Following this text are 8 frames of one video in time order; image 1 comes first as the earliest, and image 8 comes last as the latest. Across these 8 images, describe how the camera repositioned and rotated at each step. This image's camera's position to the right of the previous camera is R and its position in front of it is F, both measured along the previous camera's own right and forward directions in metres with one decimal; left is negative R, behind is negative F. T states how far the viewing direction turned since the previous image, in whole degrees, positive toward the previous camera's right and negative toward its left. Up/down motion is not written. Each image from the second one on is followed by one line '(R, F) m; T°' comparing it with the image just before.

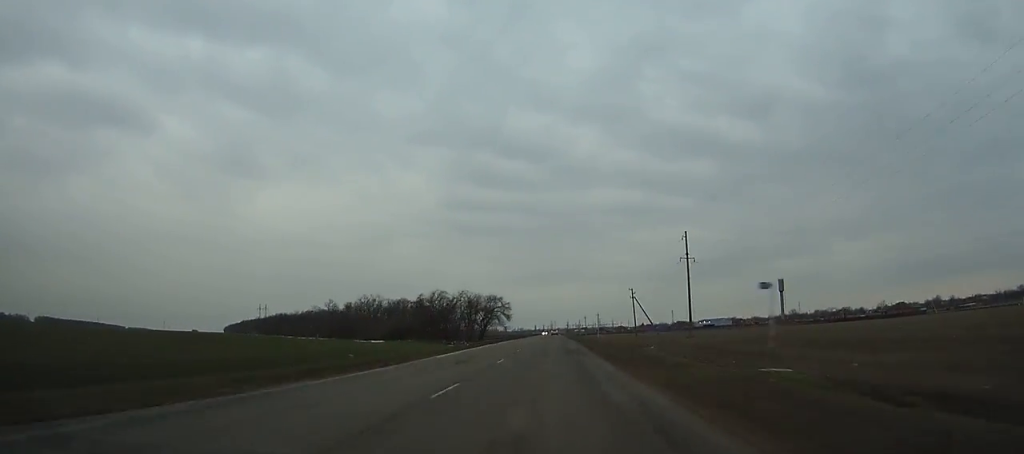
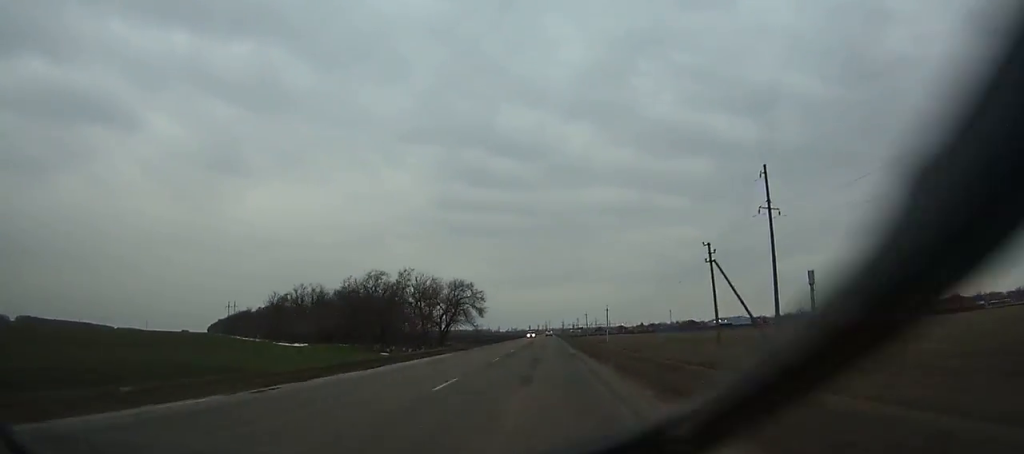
(+0.2, +46.4) m; 0°
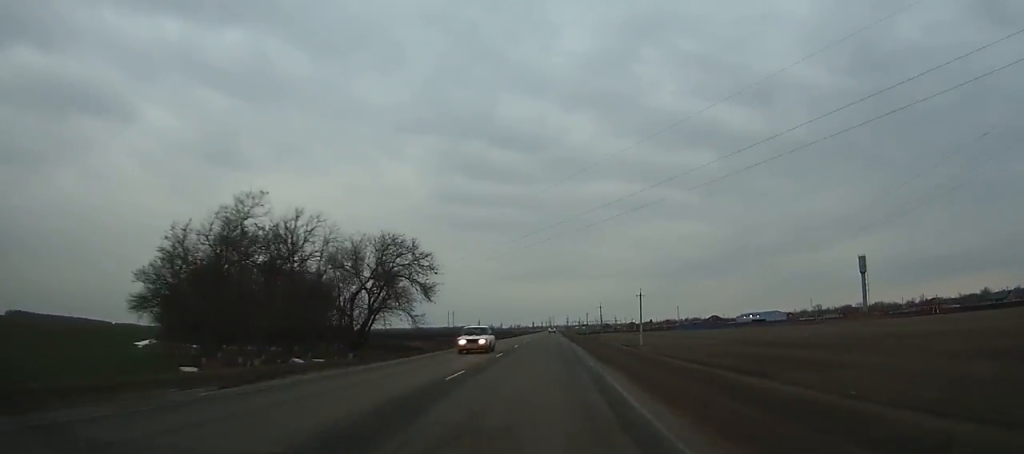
(+0.1, +46.3) m; 0°
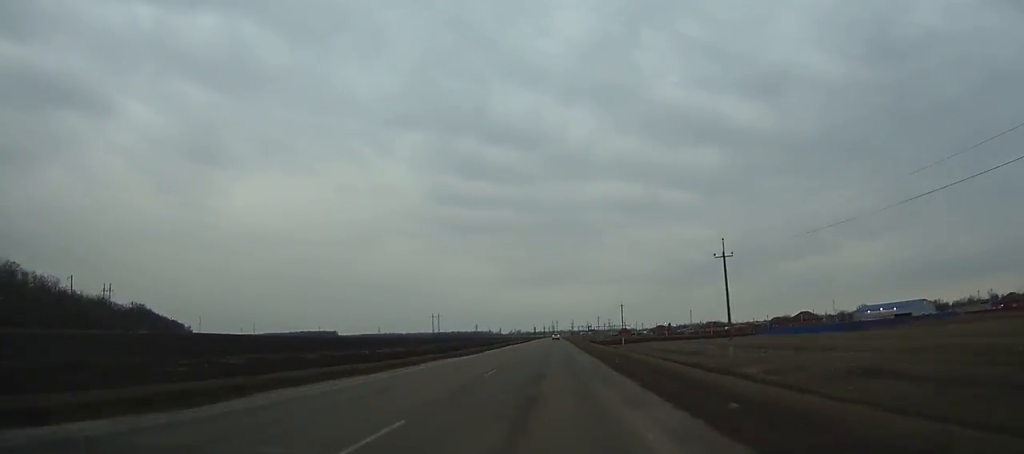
(-0.4, +115.7) m; 0°
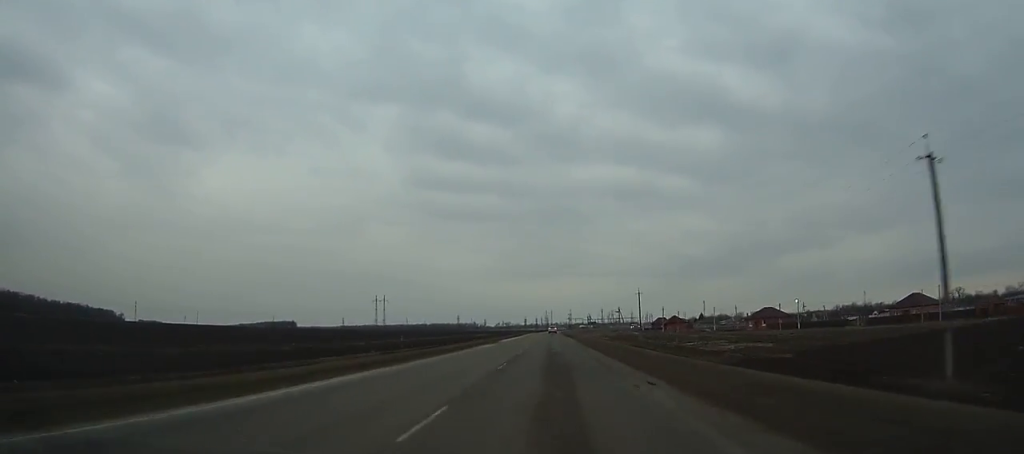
(+0.4, +187.5) m; 0°
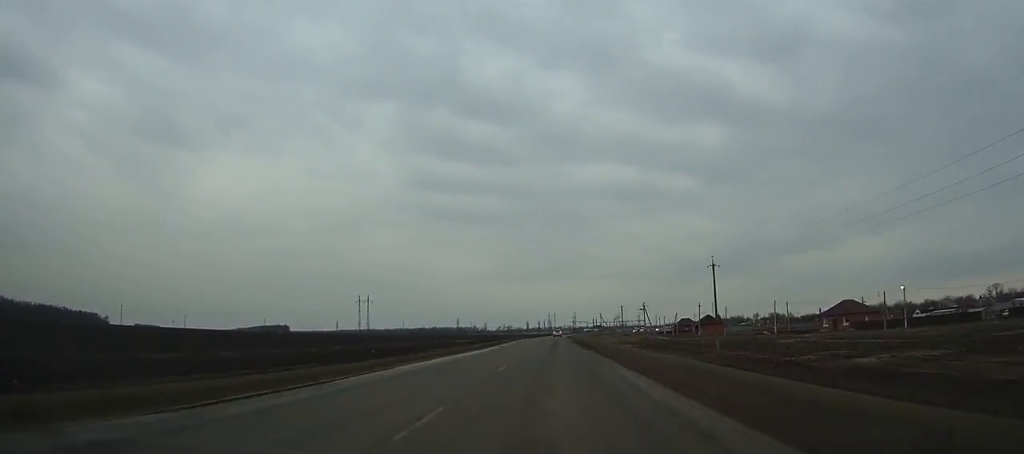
(-0.1, +47.1) m; 0°
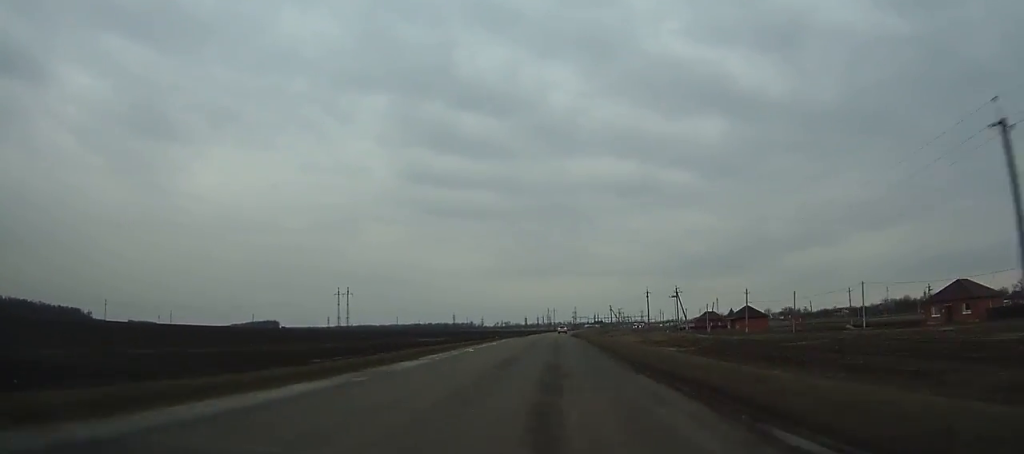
(0.0, +39.4) m; 0°
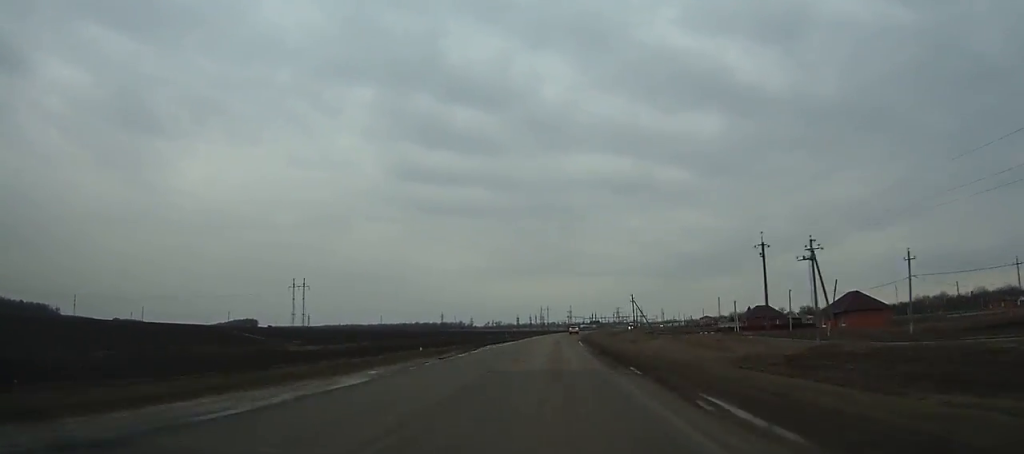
(0.0, +58.5) m; +1°
